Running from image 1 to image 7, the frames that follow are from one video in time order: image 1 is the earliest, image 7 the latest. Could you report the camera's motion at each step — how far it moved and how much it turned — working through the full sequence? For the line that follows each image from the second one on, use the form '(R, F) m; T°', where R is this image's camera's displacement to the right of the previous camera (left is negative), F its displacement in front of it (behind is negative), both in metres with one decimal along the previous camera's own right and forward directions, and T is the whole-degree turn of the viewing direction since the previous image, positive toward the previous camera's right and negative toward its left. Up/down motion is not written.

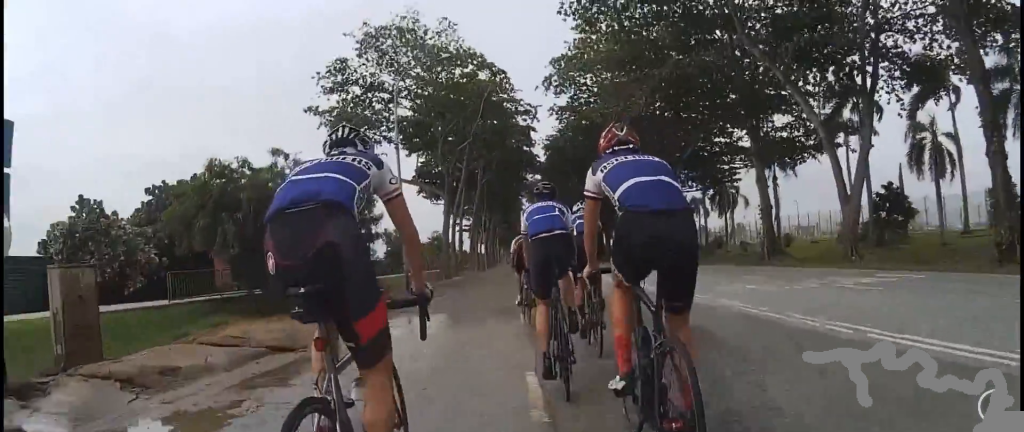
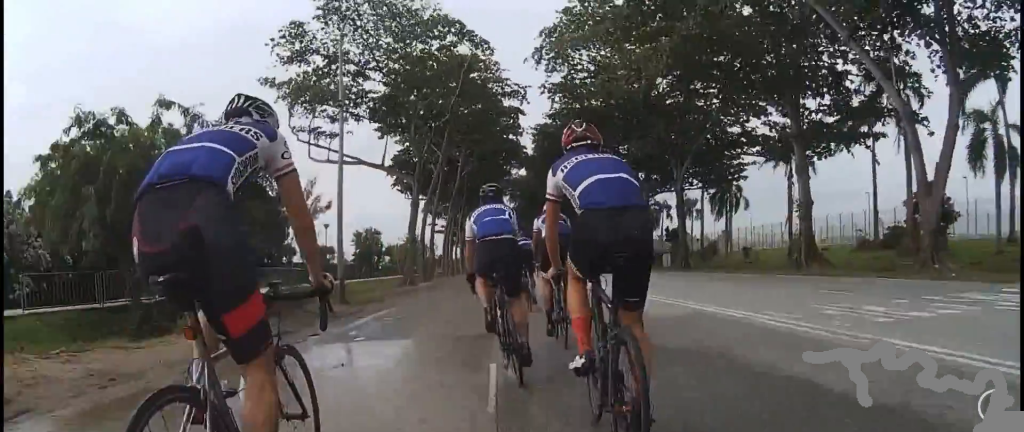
(0.0, +6.1) m; +2°
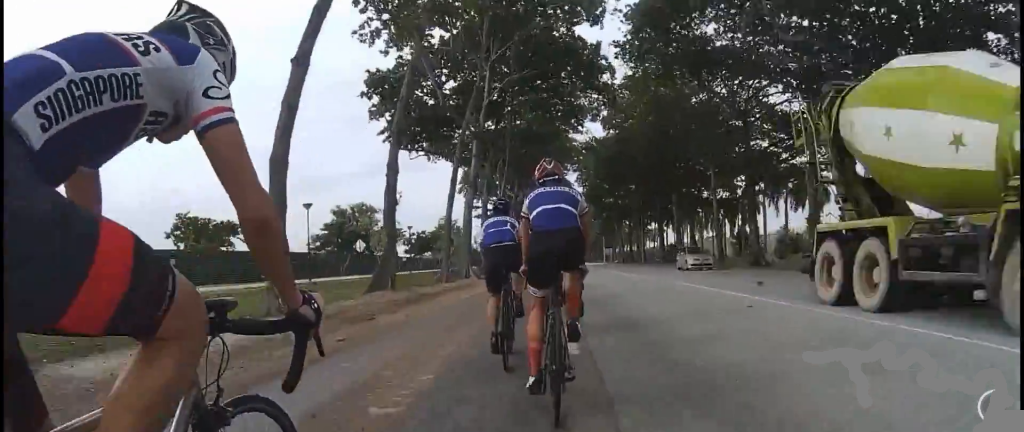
(-2.0, +35.0) m; -1°
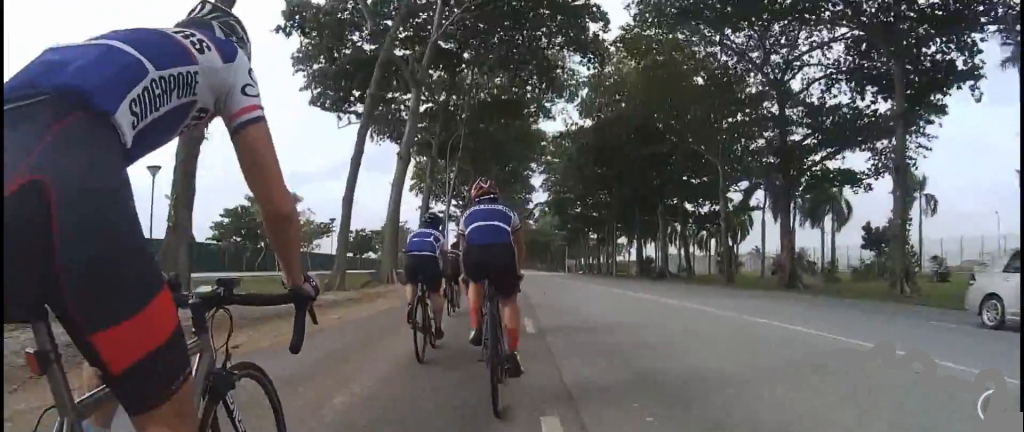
(+0.4, +10.2) m; -4°
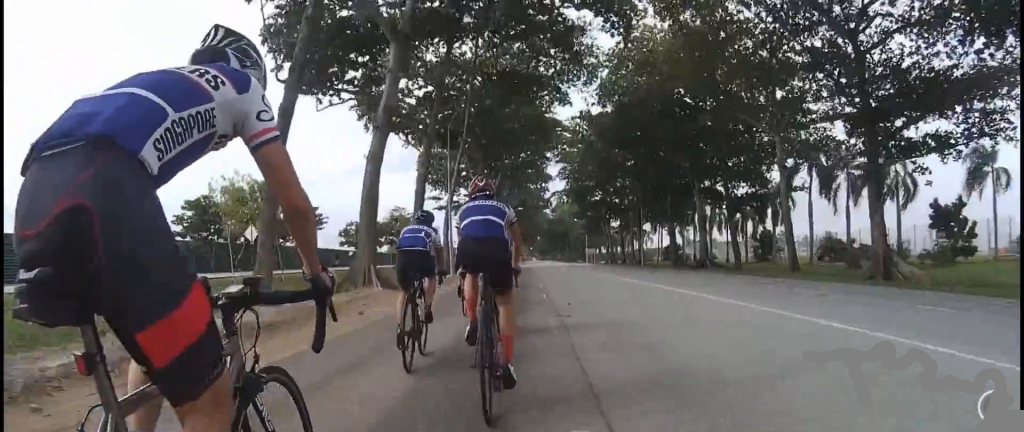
(-0.8, +6.3) m; -4°
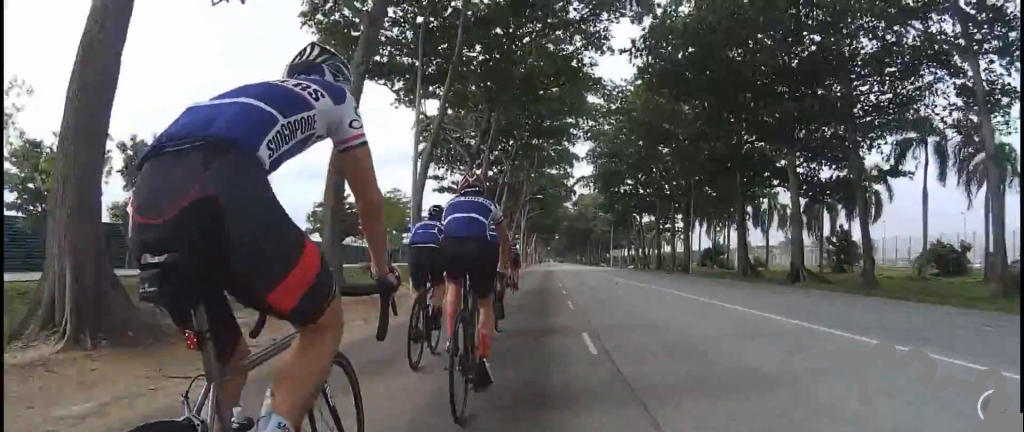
(+0.3, +13.1) m; +9°
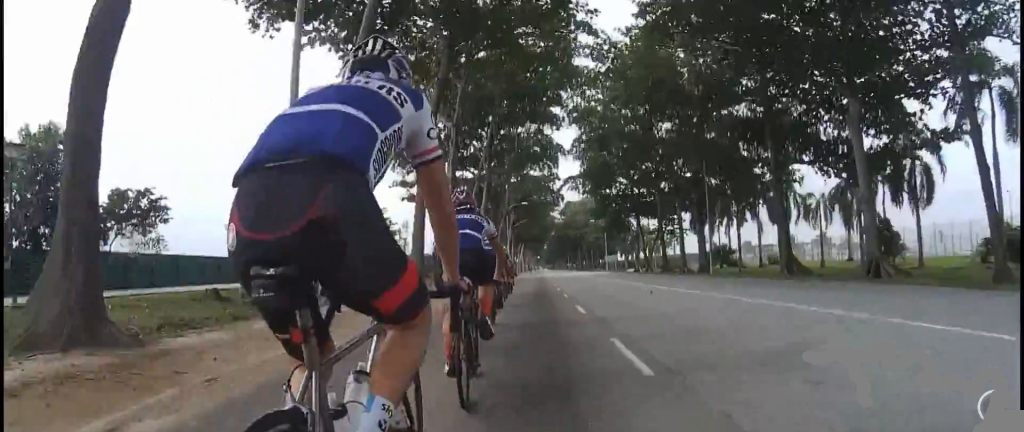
(+1.1, +7.9) m; 0°
